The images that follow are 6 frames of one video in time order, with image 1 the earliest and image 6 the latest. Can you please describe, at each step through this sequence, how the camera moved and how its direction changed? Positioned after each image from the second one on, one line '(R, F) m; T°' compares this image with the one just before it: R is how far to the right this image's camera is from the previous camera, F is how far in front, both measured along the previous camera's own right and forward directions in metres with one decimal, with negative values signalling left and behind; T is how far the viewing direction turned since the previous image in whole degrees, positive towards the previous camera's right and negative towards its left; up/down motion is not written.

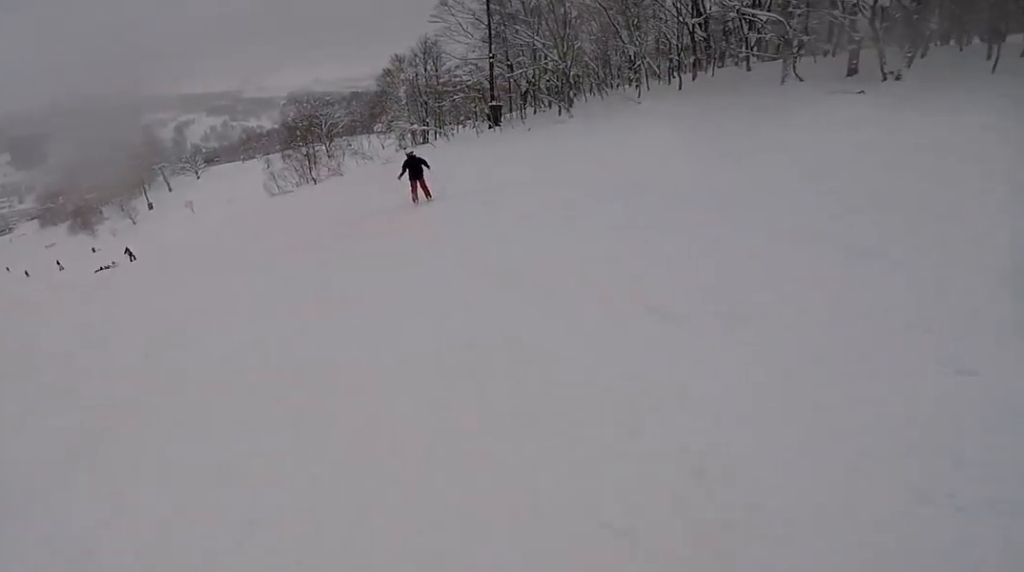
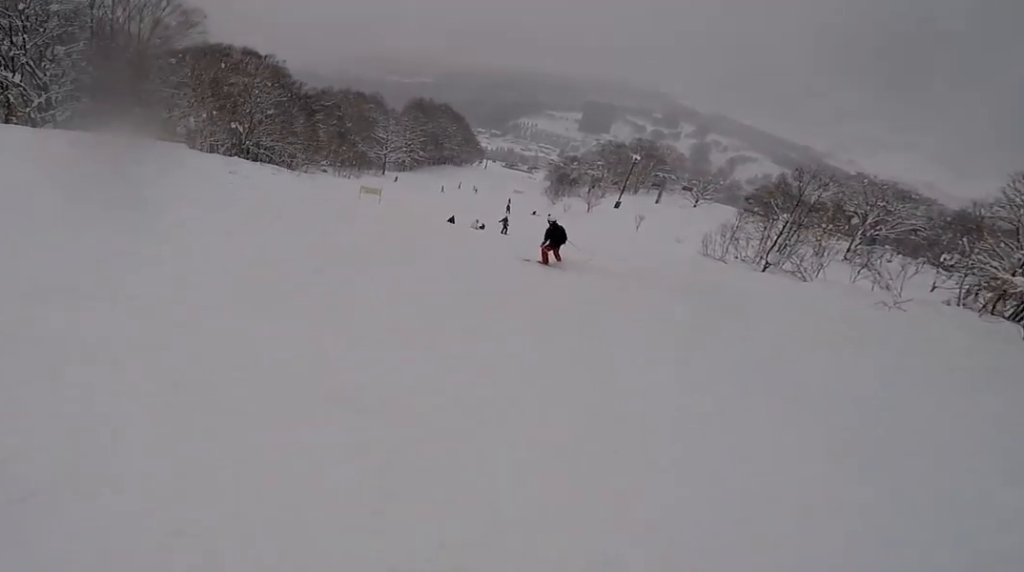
(-2.3, +12.7) m; -45°
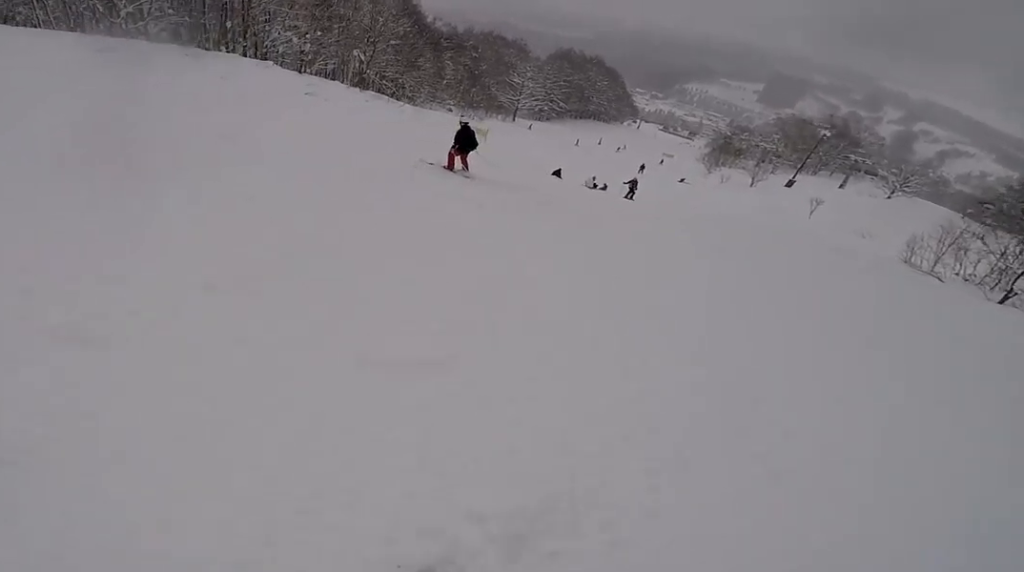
(-2.4, +4.9) m; -38°
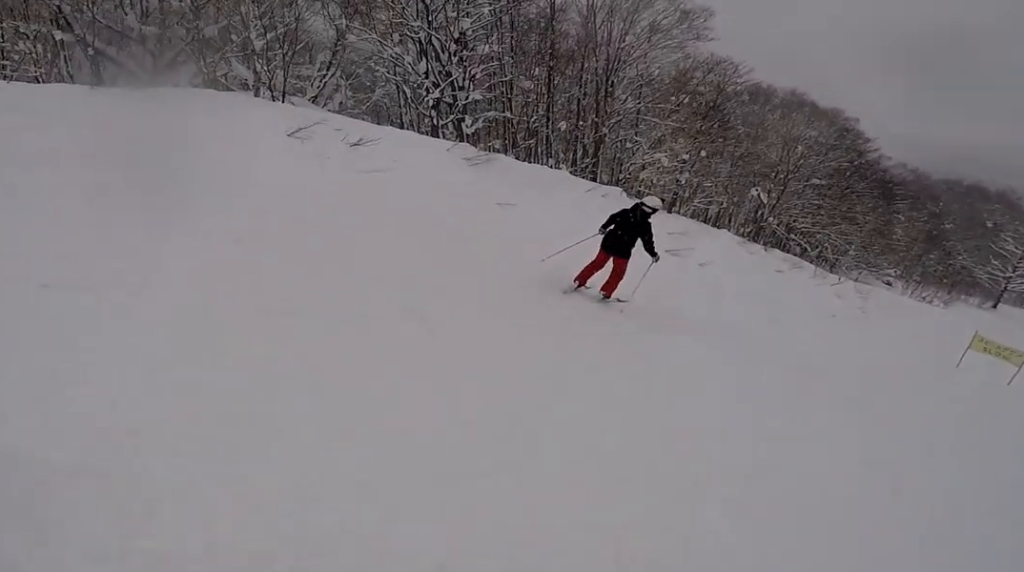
(-2.7, +9.6) m; -31°
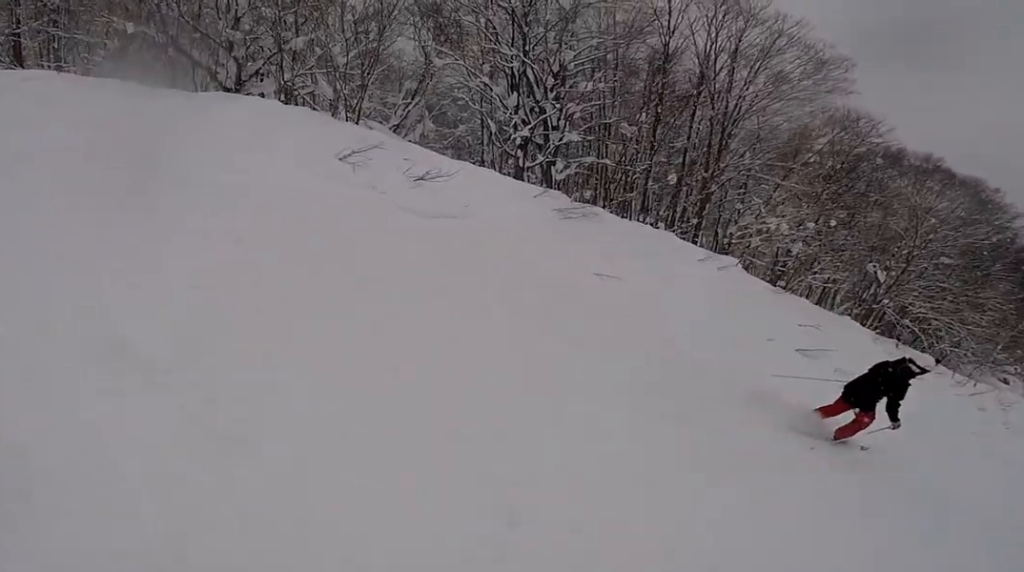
(-0.5, +1.6) m; -3°
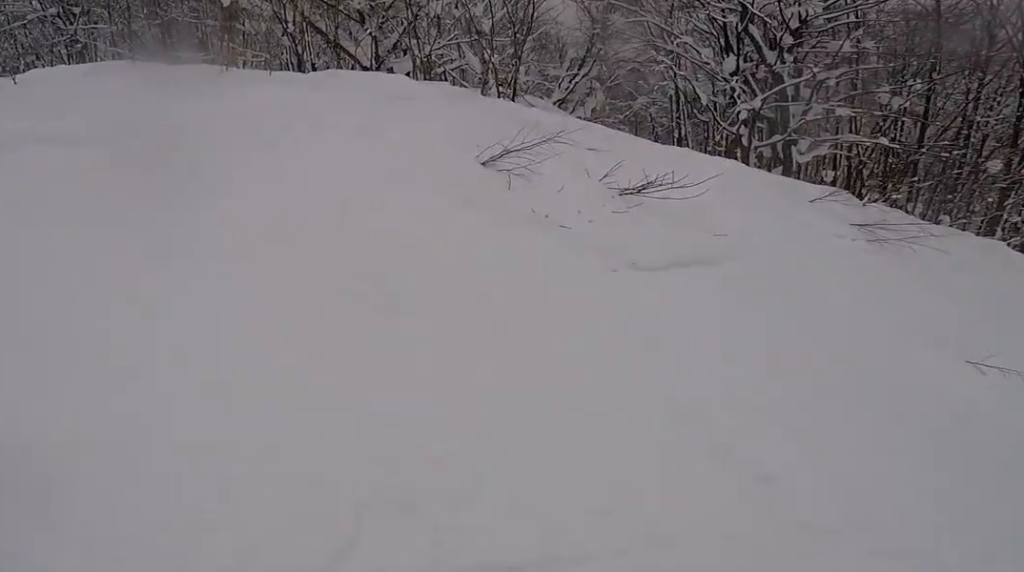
(+0.1, +2.7) m; -10°
